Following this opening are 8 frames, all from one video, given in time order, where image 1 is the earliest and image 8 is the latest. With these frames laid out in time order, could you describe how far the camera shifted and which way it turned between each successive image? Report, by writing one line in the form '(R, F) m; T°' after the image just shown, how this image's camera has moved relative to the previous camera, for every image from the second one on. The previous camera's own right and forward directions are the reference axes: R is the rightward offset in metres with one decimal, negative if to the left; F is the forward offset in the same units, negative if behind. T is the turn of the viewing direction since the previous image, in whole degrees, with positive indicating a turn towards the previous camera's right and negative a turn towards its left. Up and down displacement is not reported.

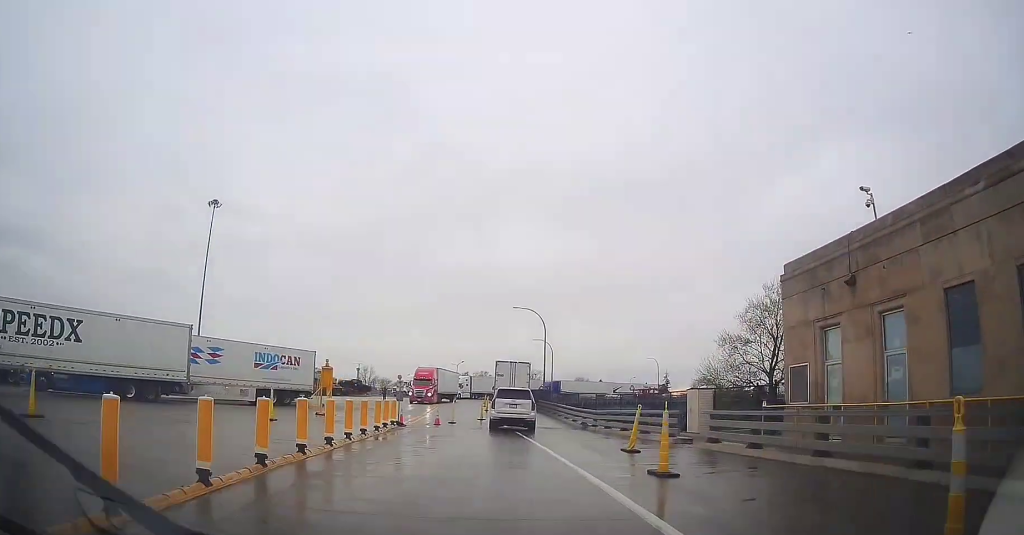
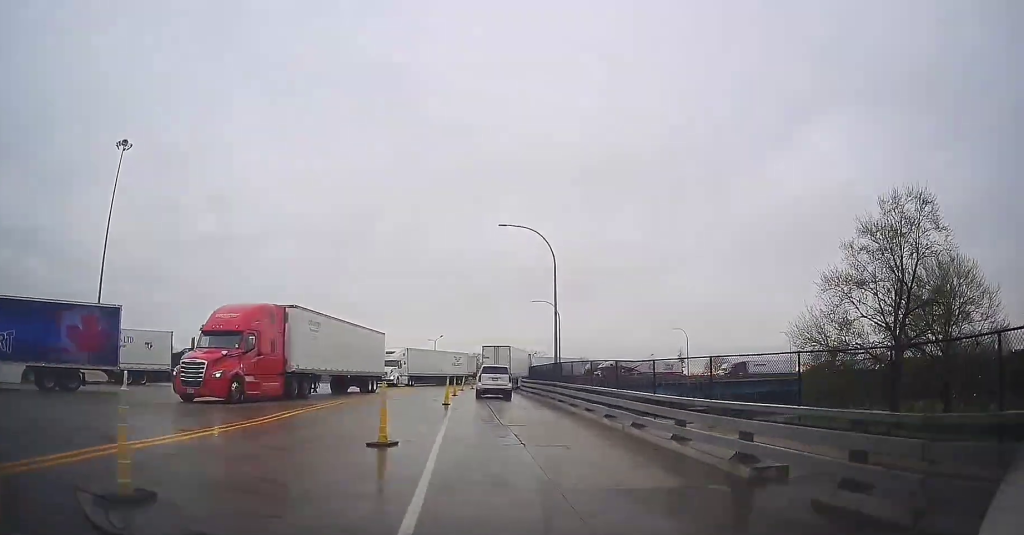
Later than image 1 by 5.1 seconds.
(-0.7, +27.4) m; -4°
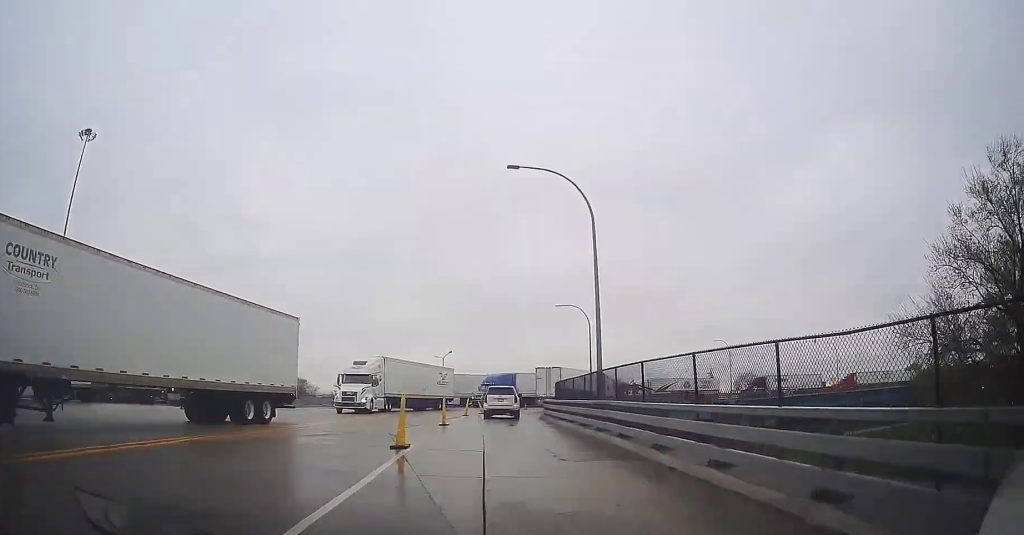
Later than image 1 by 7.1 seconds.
(-0.2, +11.7) m; -2°
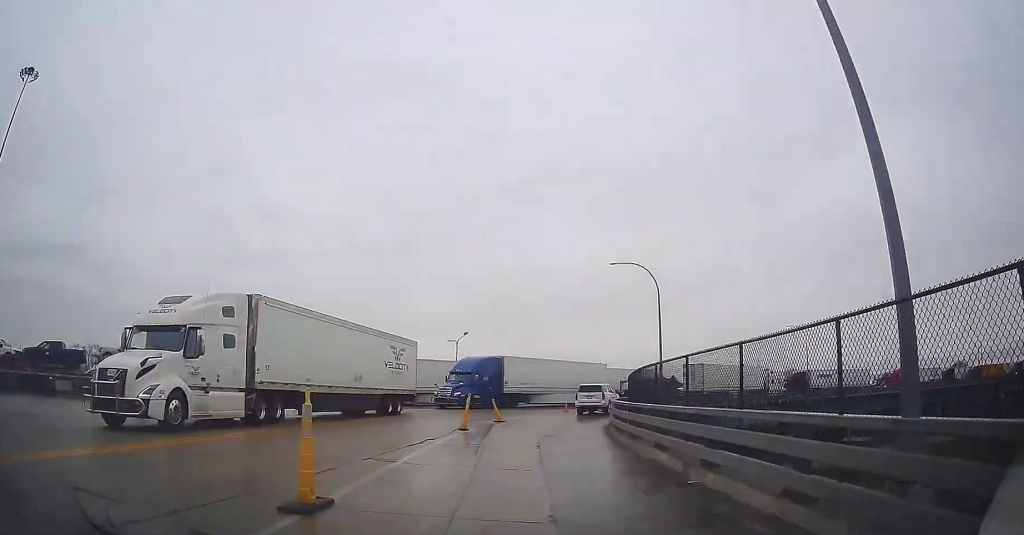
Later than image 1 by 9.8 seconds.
(-0.4, +16.4) m; 0°
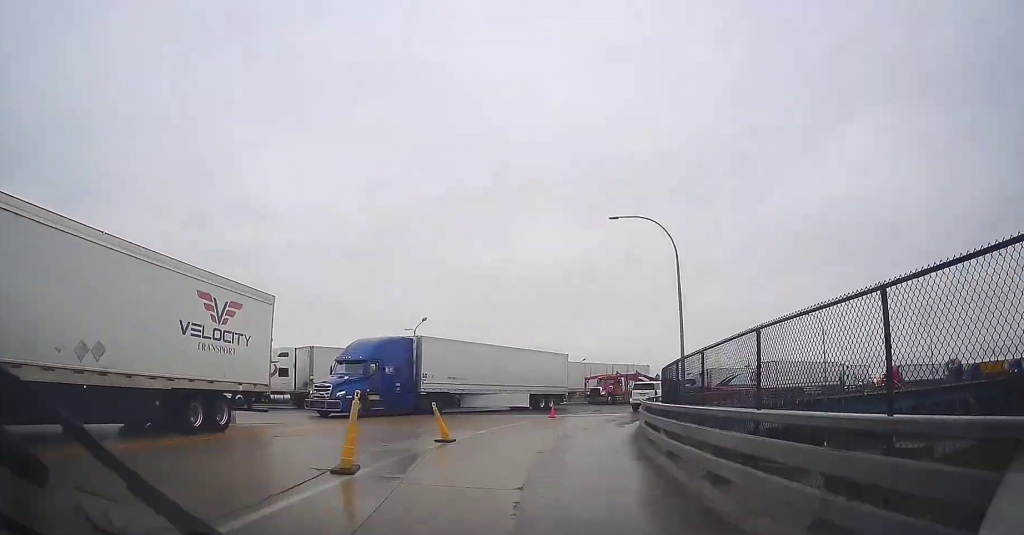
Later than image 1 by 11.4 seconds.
(0.0, +10.0) m; +3°
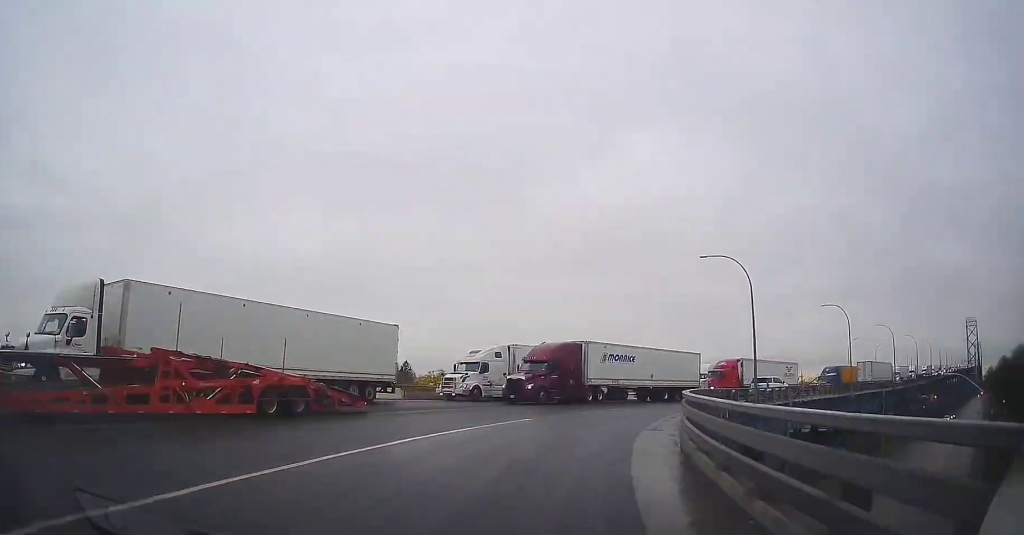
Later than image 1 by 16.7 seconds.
(+5.4, +34.0) m; +27°
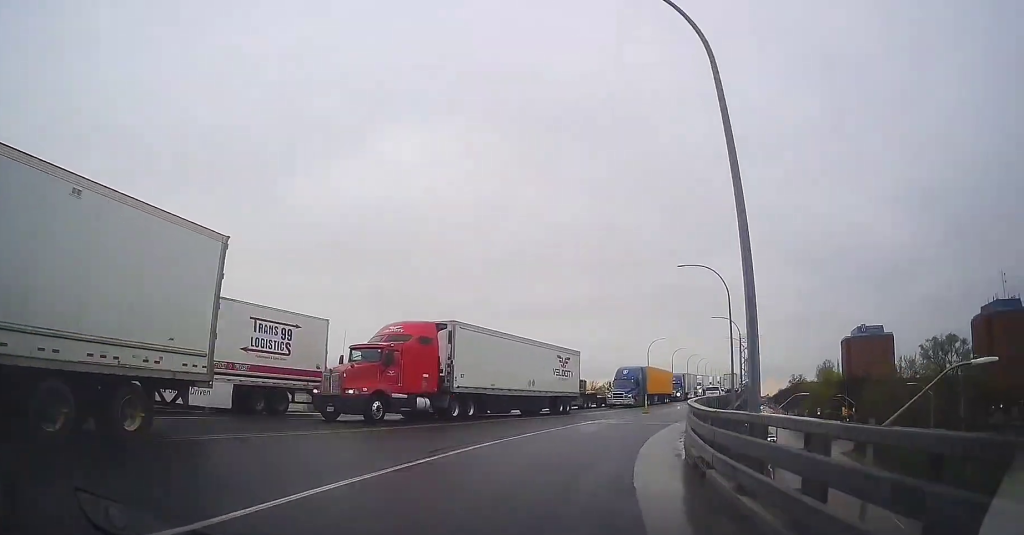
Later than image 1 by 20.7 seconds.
(+7.7, +28.5) m; +25°
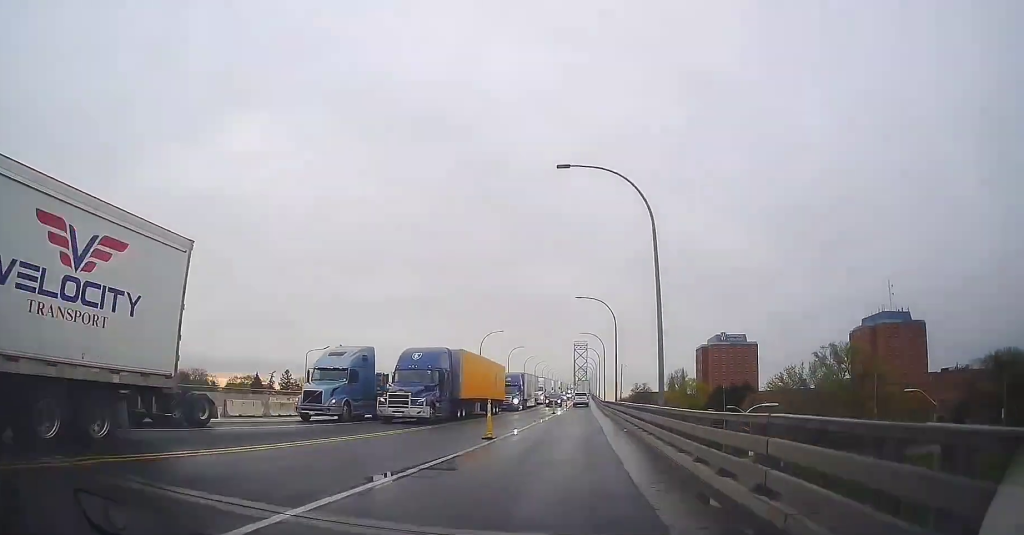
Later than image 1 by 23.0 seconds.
(+1.5, +19.0) m; +12°
